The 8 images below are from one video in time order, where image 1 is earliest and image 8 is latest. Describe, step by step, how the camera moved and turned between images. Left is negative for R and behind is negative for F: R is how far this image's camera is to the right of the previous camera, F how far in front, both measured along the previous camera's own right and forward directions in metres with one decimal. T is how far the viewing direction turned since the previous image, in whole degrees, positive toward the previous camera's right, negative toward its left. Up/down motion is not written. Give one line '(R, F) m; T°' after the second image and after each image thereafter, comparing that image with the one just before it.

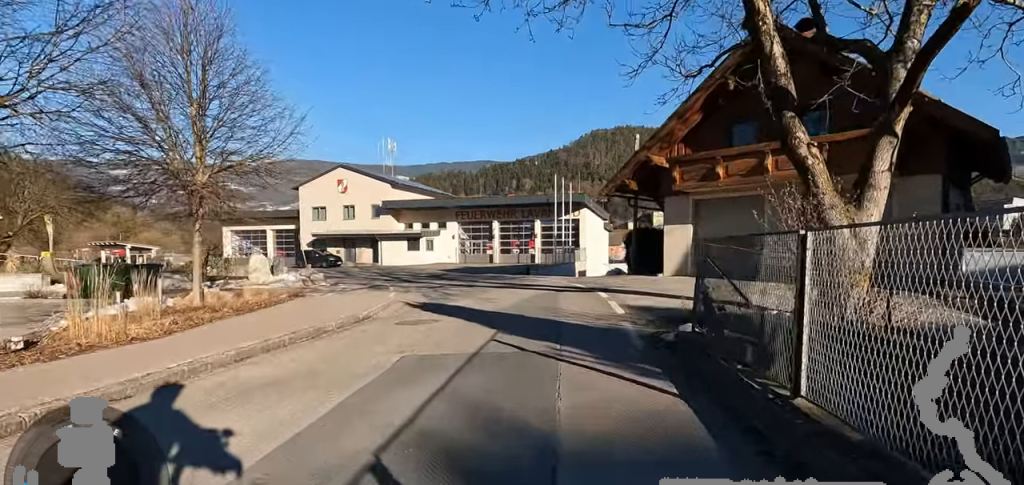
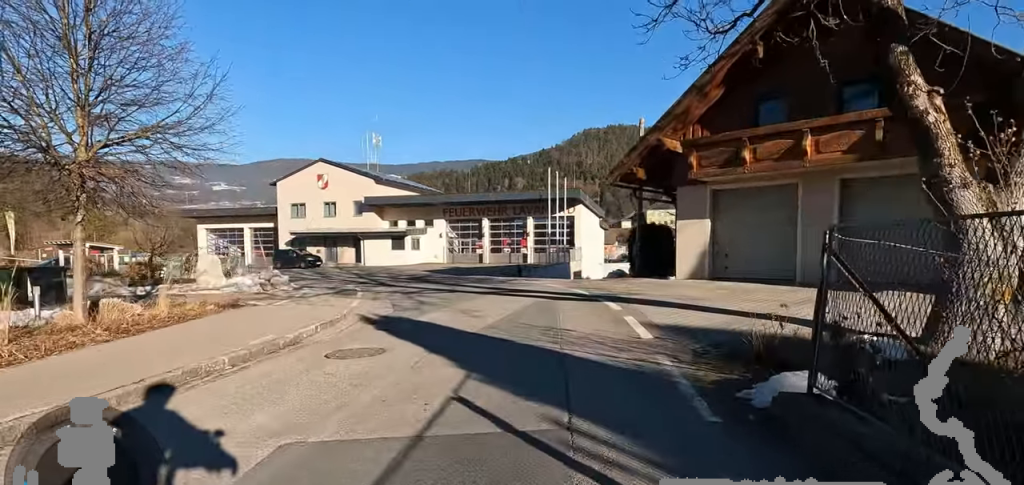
(-0.5, +2.9) m; -4°
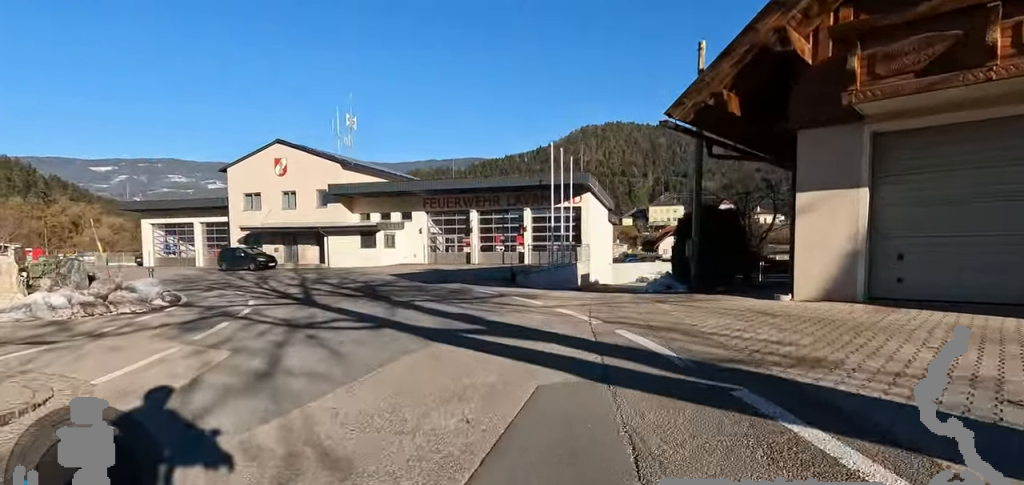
(-0.1, +8.4) m; +1°
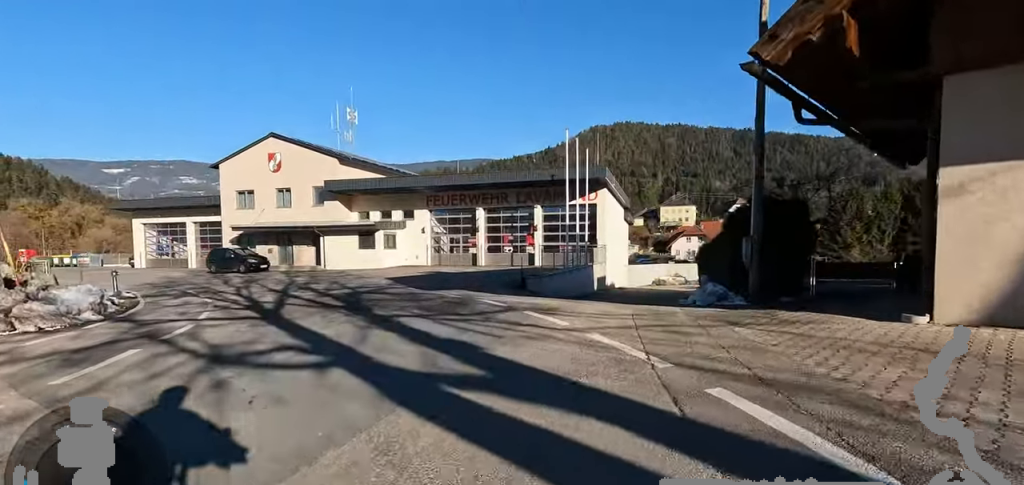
(+0.1, +3.0) m; -5°
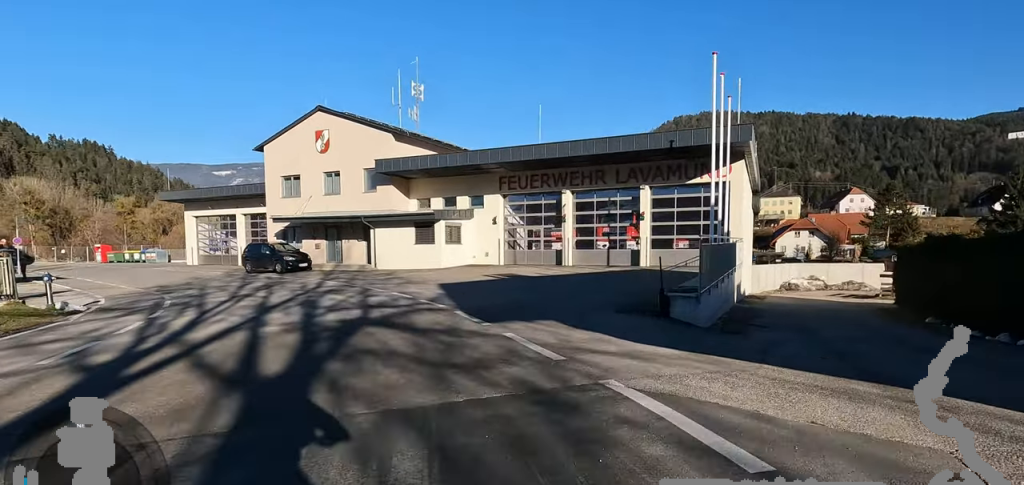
(-1.1, +8.5) m; -13°
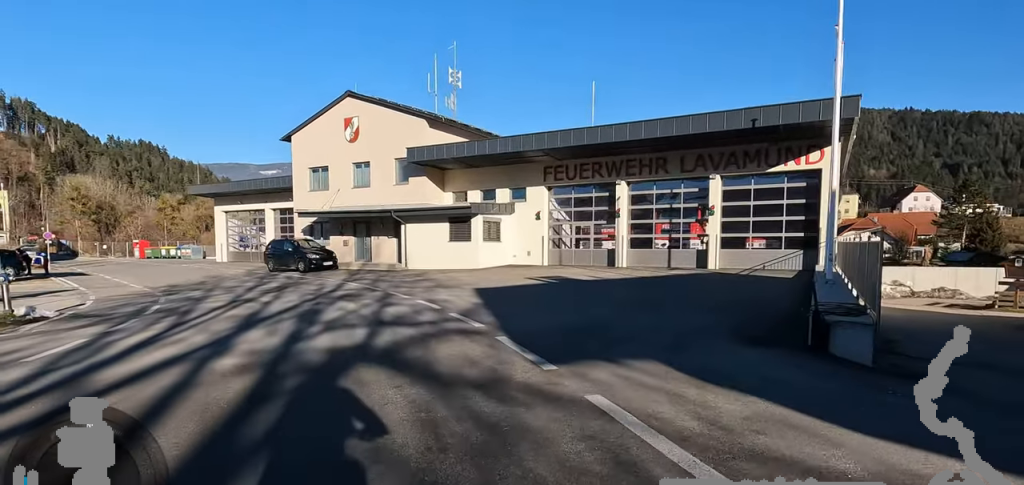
(-0.2, +3.3) m; -3°
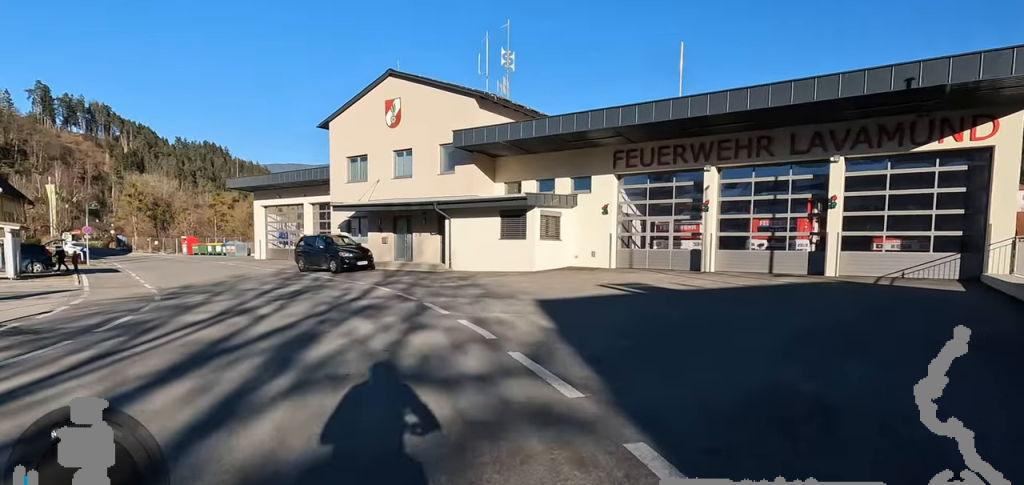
(-0.3, +4.0) m; -6°
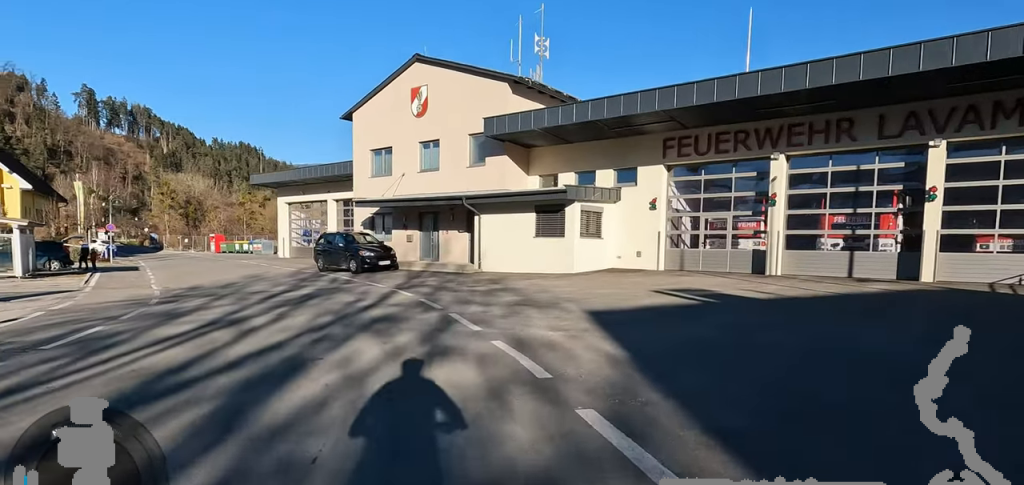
(+0.4, +2.2) m; -9°
